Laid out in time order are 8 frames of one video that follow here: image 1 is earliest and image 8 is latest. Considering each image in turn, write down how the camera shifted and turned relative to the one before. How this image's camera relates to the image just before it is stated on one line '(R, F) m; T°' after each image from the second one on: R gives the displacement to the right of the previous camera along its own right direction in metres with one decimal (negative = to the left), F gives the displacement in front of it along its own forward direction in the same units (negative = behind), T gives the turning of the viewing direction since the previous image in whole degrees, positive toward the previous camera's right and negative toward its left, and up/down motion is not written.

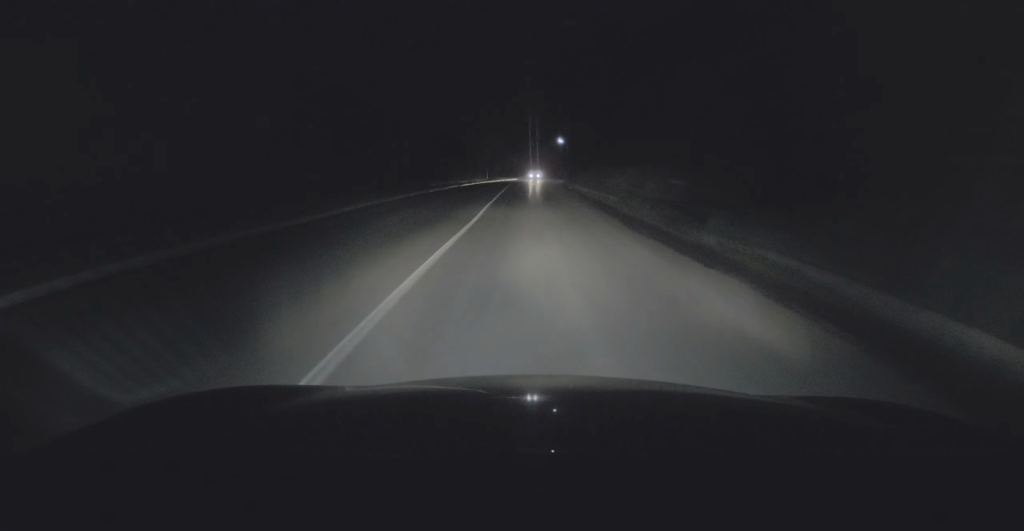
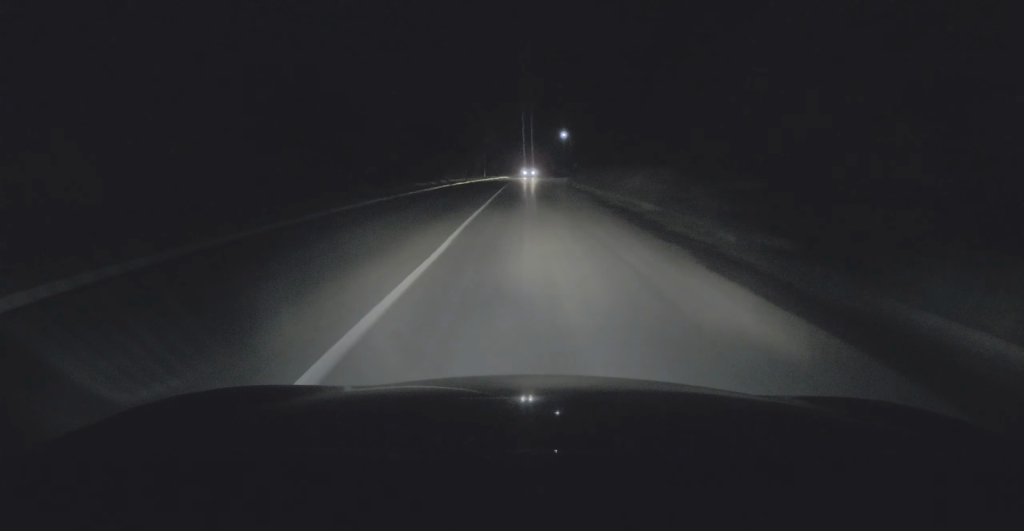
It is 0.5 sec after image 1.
(0.0, +6.6) m; -1°
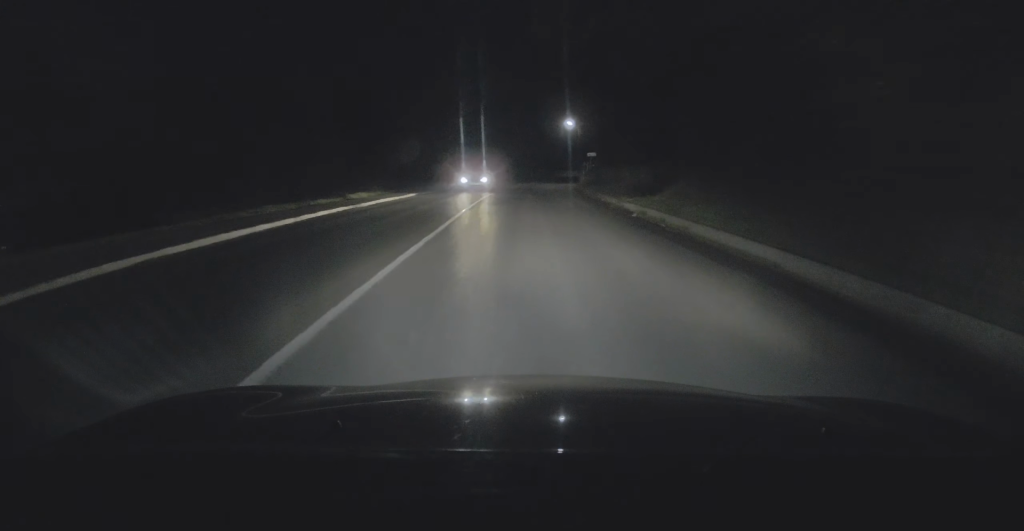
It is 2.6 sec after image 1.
(-0.4, +25.4) m; 0°
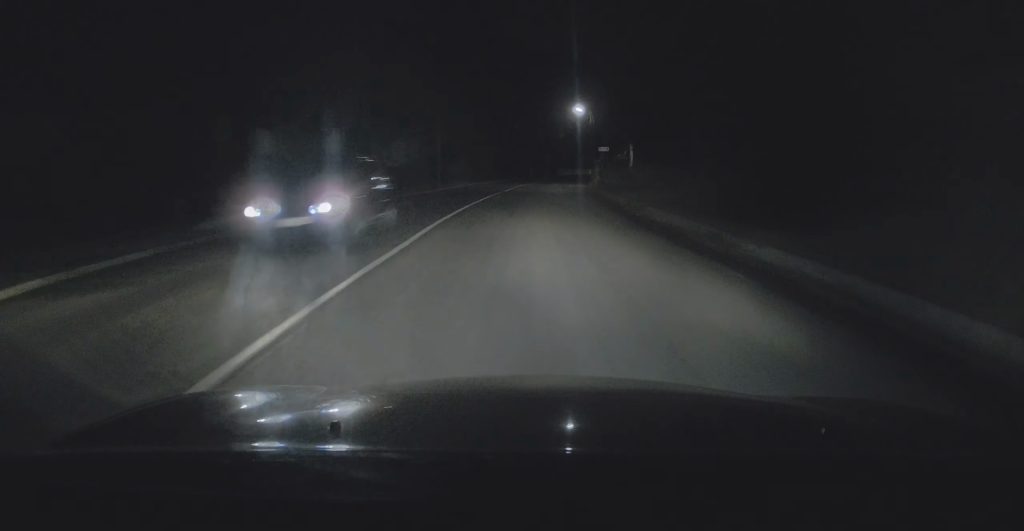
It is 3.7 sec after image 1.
(+0.1, +13.0) m; +2°
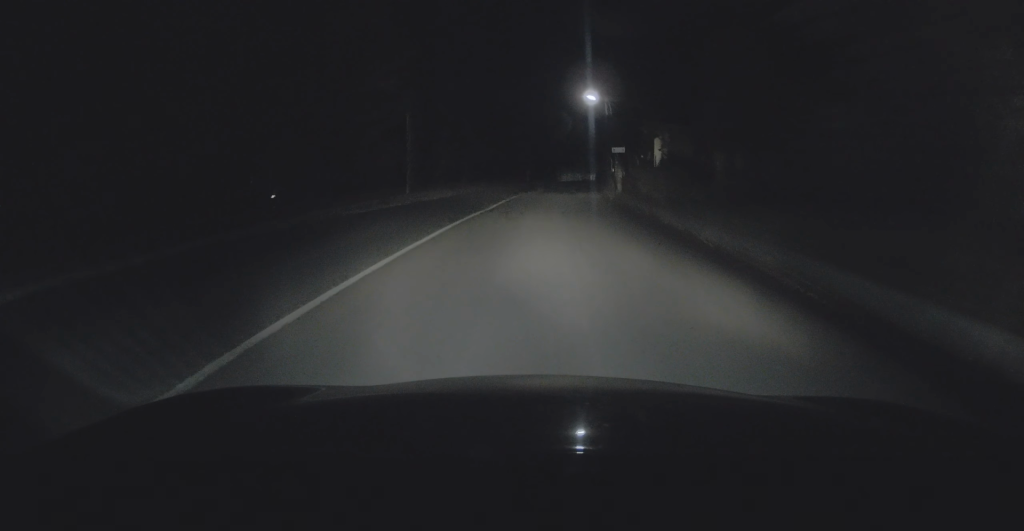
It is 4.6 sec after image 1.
(+0.2, +11.5) m; +1°
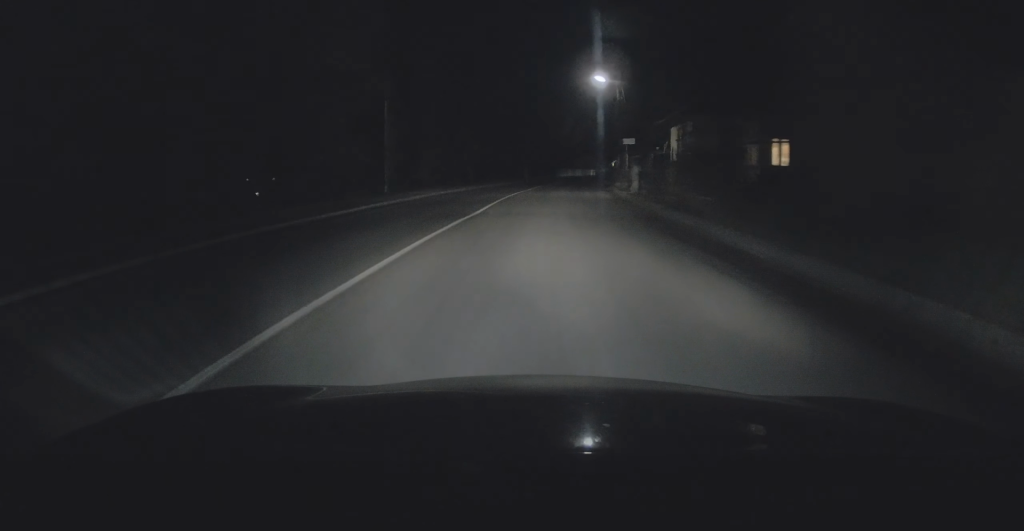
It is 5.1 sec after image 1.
(+0.1, +5.5) m; 0°
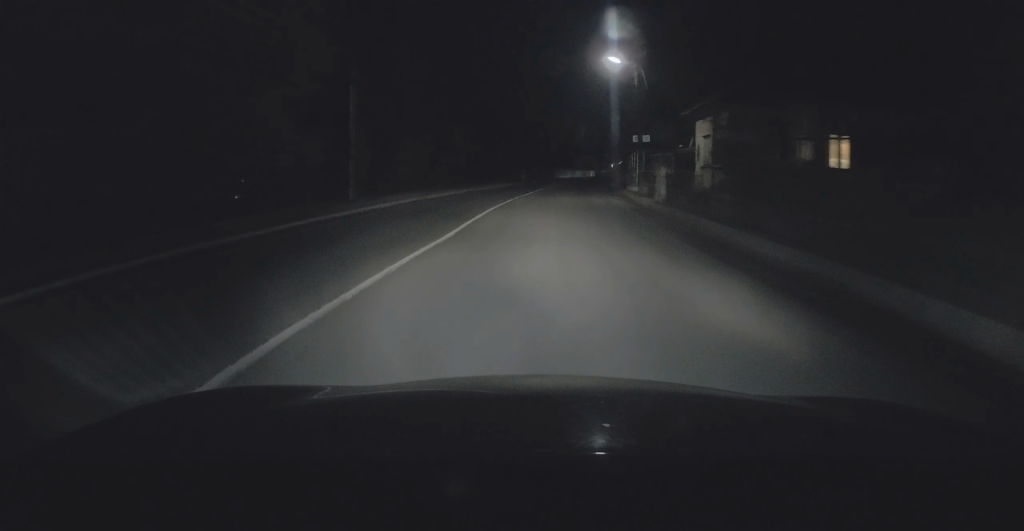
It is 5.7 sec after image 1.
(-0.2, +6.8) m; 0°
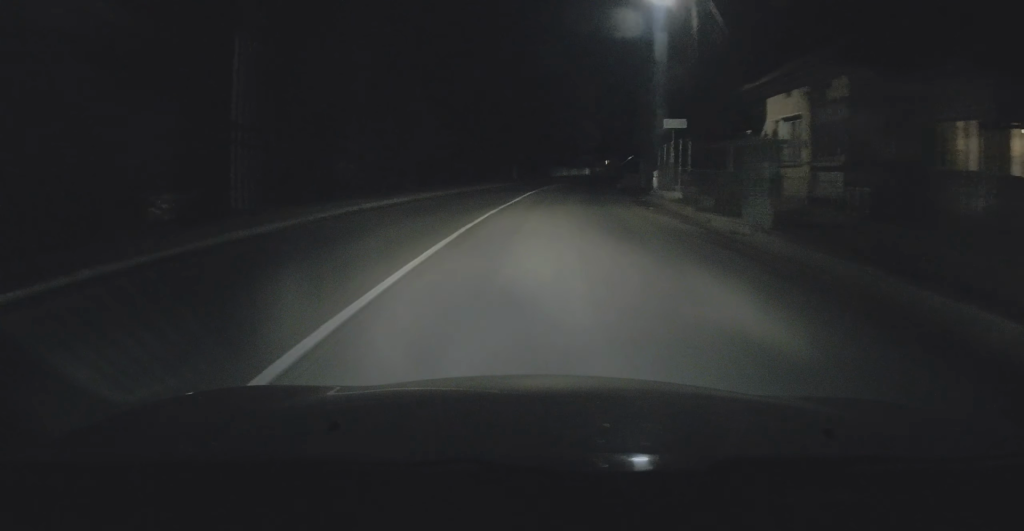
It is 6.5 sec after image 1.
(+0.1, +10.4) m; +2°
